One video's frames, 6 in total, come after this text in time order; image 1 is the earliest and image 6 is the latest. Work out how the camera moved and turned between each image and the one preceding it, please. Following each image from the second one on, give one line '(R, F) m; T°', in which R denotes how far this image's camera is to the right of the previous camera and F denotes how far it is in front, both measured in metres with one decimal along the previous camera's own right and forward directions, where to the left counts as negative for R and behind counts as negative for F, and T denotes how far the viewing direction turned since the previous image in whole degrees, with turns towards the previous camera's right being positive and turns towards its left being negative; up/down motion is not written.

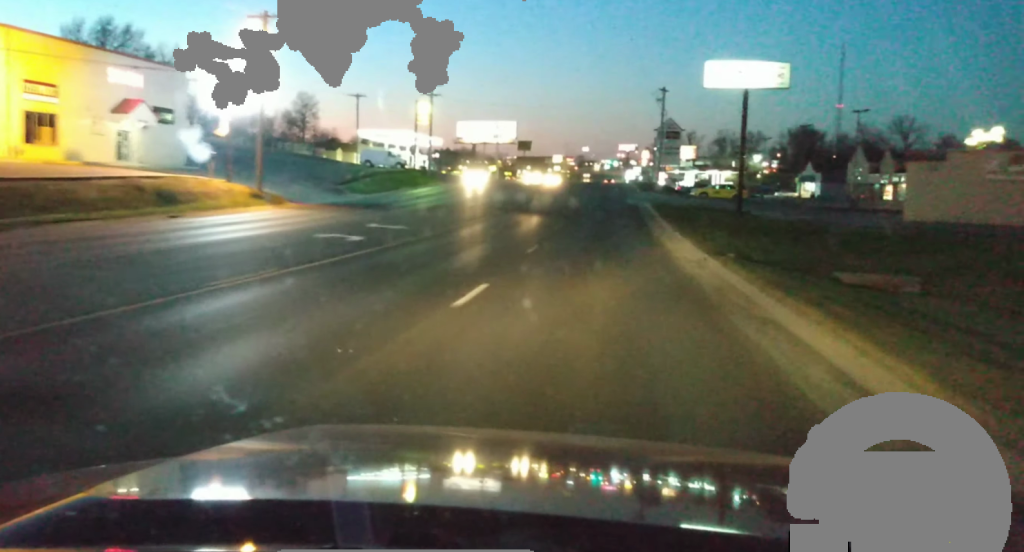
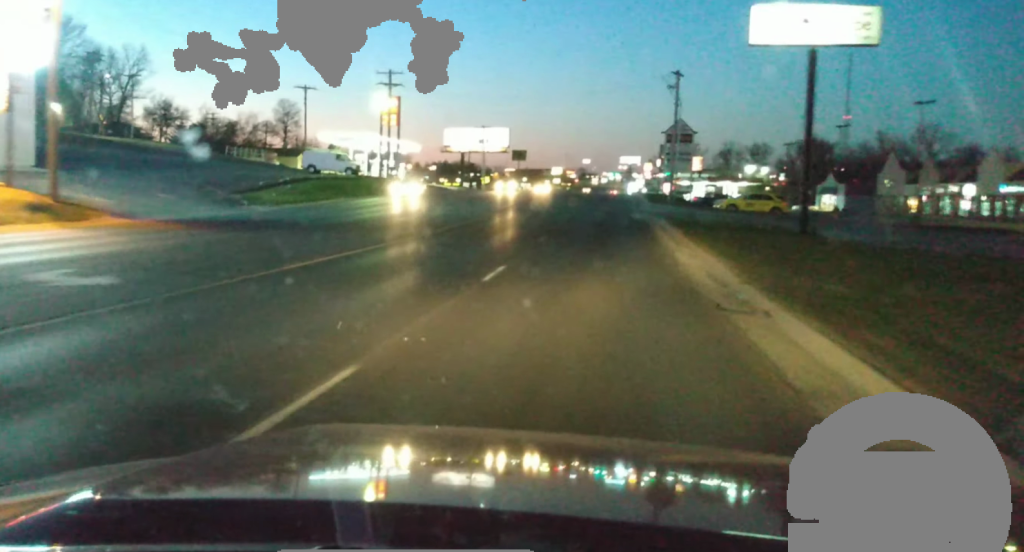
(-0.2, +20.7) m; -1°
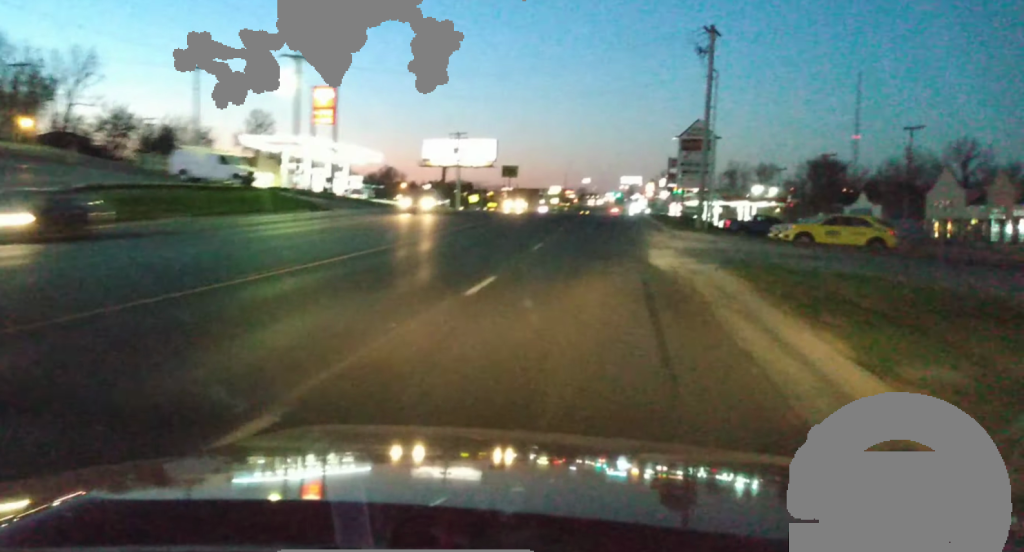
(-0.4, +26.2) m; +1°
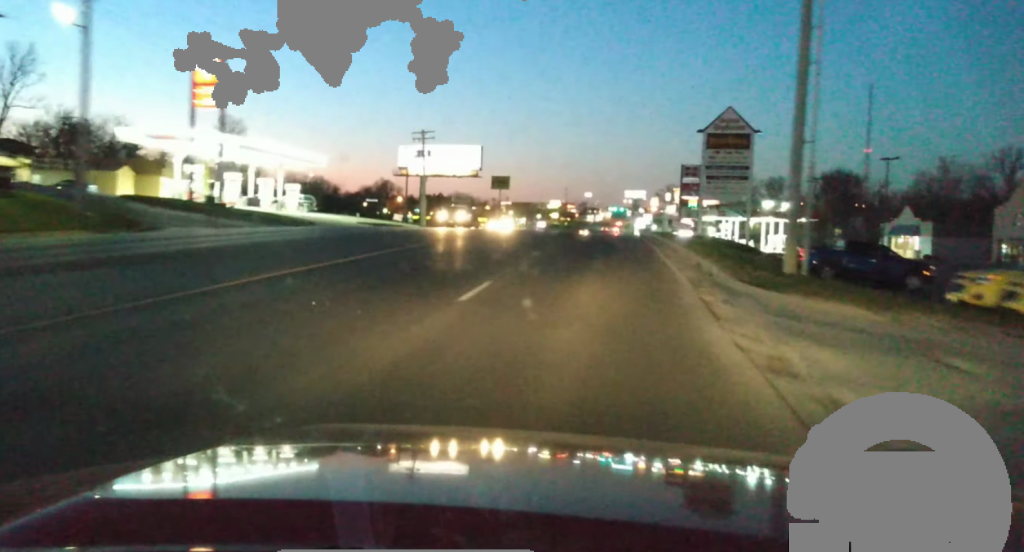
(+0.8, +25.3) m; +2°
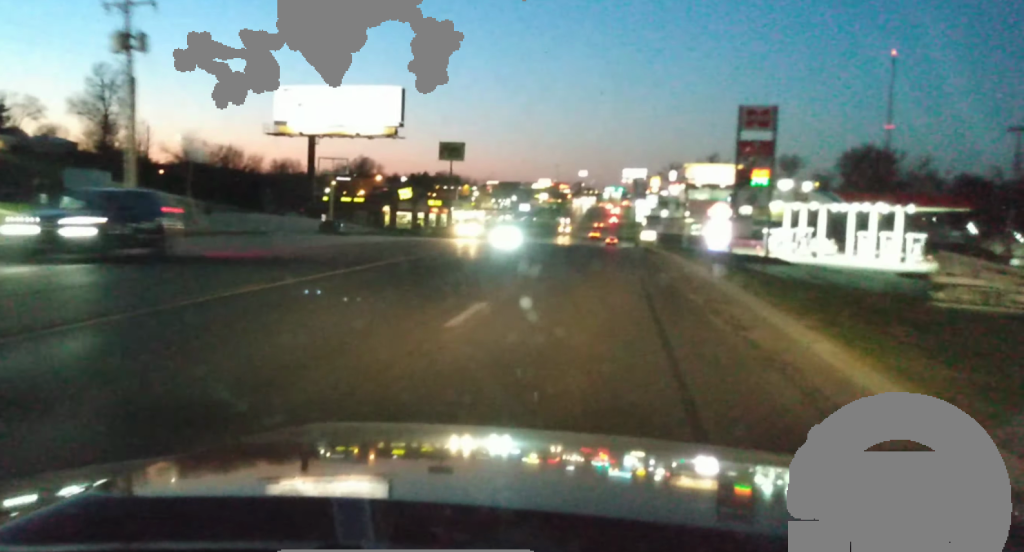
(-1.6, +63.6) m; -2°
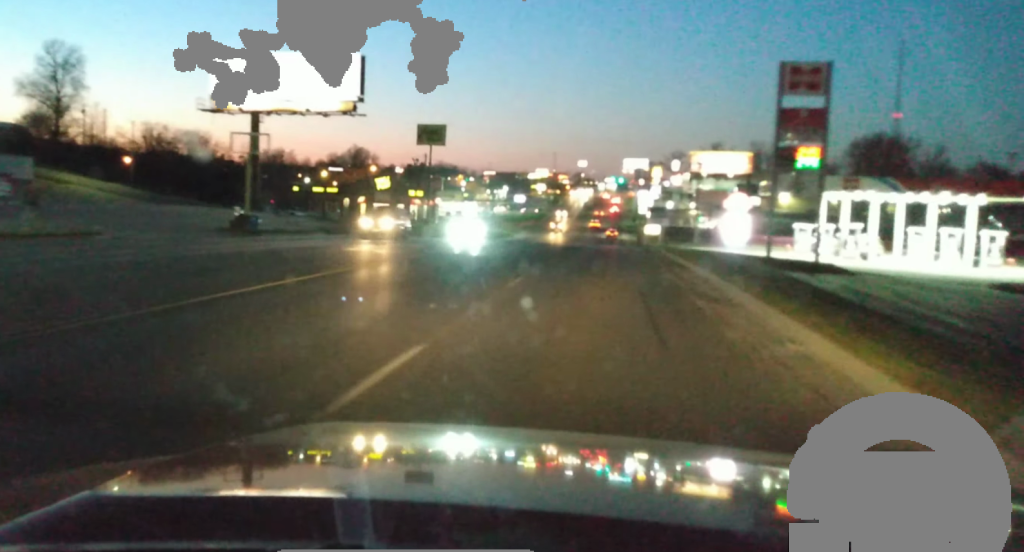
(-0.1, +17.3) m; 0°
